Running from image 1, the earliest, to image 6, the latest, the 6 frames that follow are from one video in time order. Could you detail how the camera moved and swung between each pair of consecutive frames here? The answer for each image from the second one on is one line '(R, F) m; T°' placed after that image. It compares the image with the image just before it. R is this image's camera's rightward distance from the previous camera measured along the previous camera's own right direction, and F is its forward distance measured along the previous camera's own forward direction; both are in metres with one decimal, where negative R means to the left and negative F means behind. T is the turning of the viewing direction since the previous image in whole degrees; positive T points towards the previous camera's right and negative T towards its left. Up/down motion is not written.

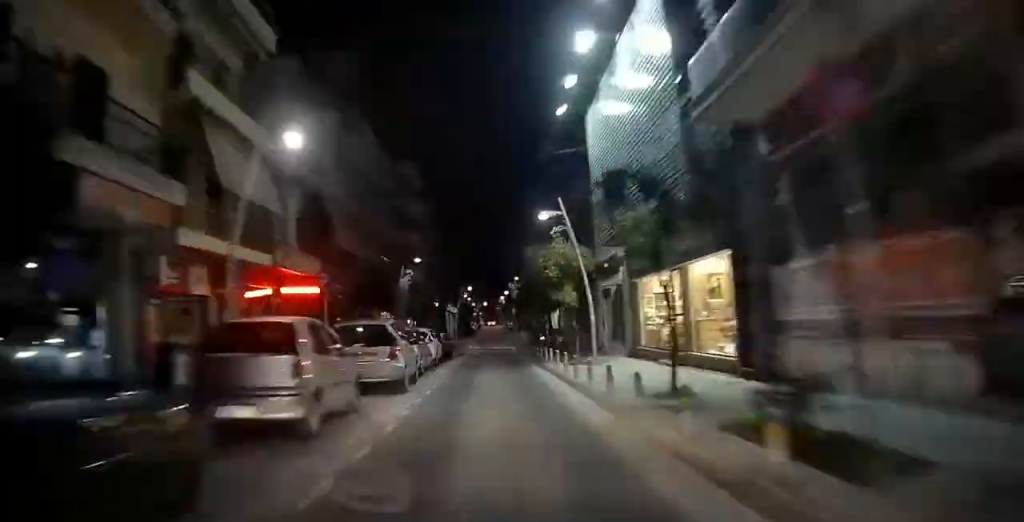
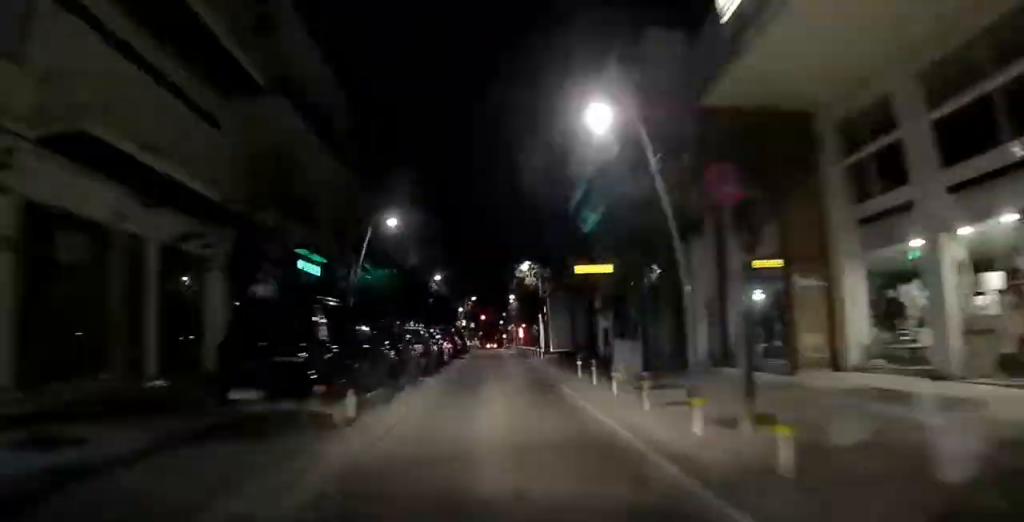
(-0.2, +54.4) m; 0°
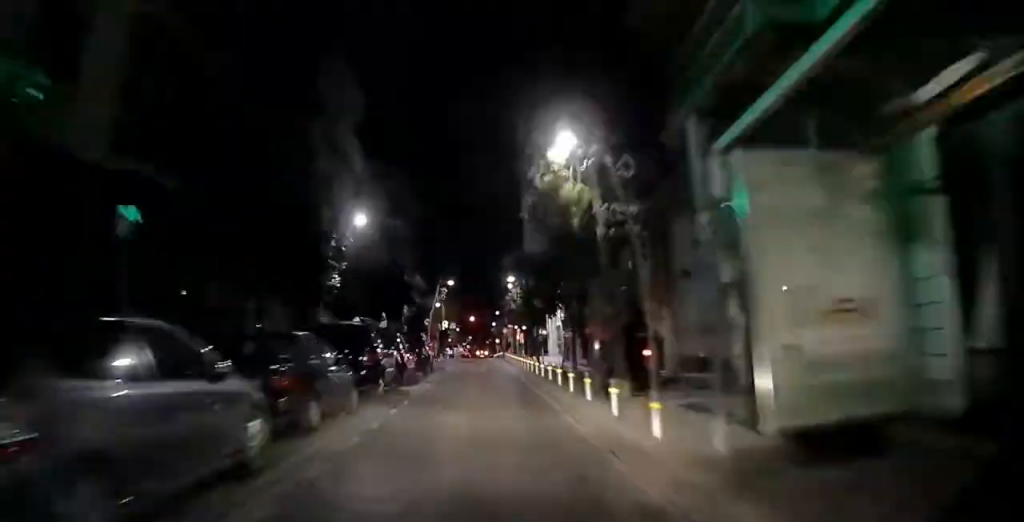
(-0.1, +18.1) m; +1°
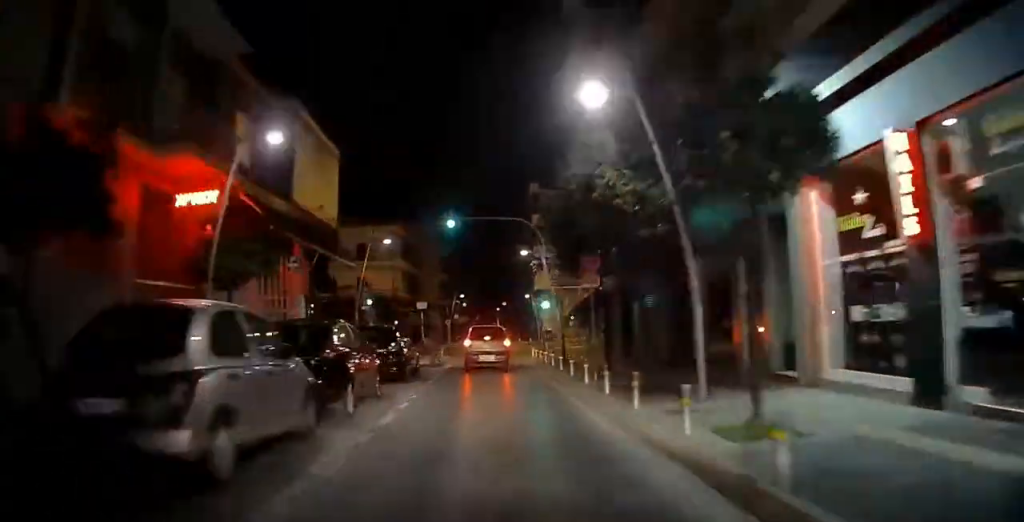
(+1.4, +60.2) m; 0°
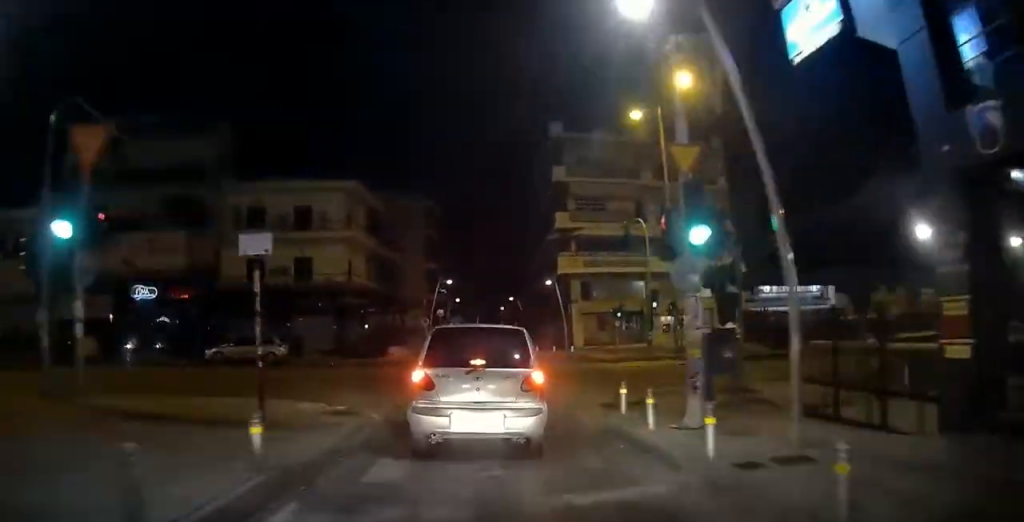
(-1.5, +33.5) m; -4°
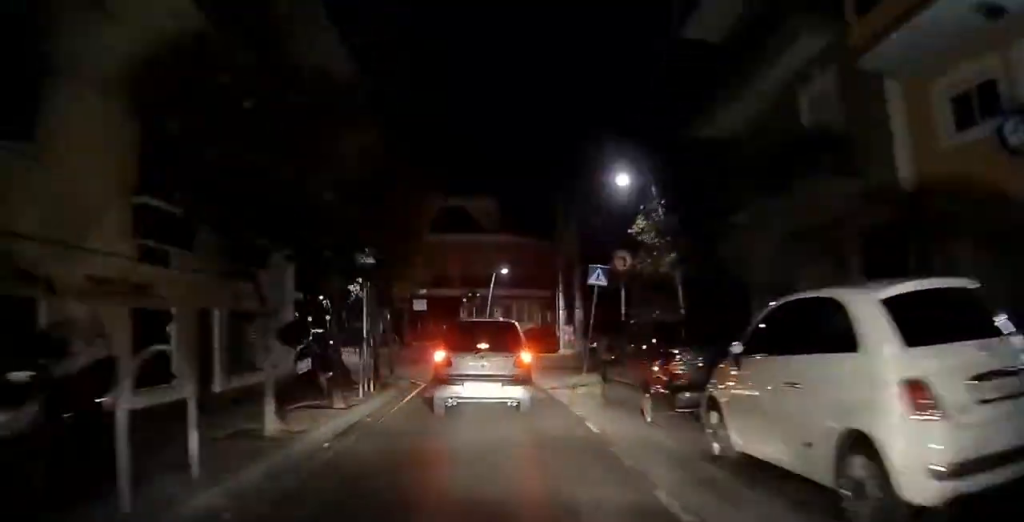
(-2.1, +58.3) m; -12°
